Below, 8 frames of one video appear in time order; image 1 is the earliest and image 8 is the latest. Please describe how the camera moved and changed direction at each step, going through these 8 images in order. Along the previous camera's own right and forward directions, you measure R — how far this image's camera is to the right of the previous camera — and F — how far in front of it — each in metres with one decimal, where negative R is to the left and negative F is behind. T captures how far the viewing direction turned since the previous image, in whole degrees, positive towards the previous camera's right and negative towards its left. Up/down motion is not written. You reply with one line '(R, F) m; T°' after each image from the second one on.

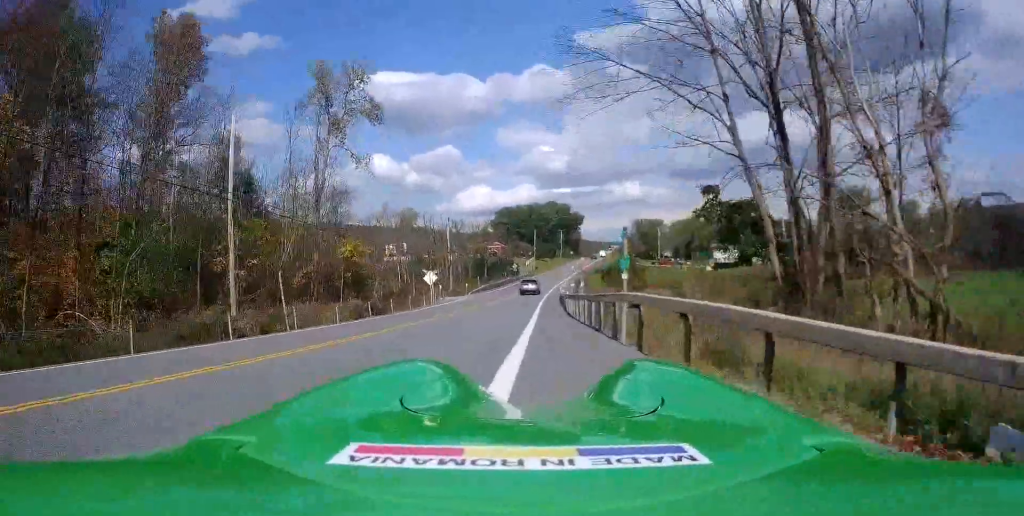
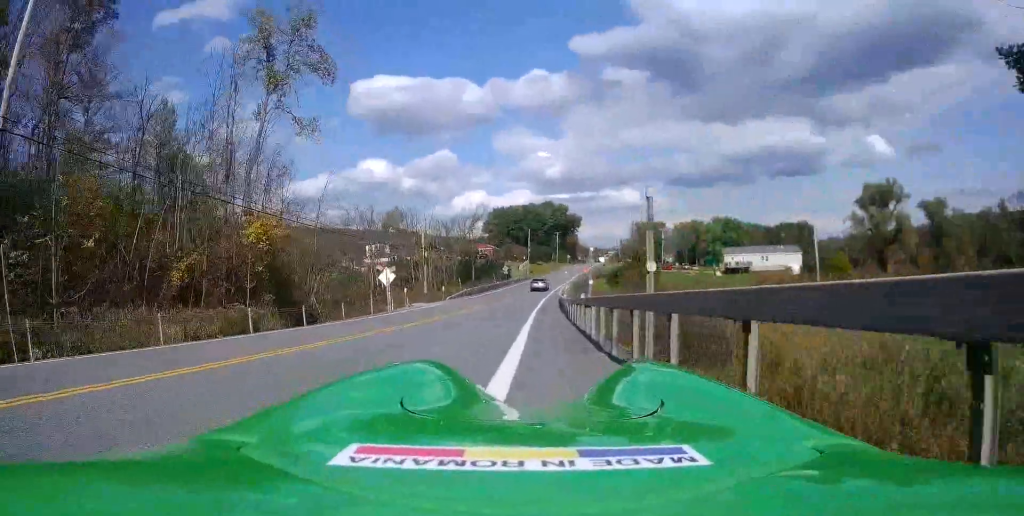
(0.0, +12.4) m; 0°
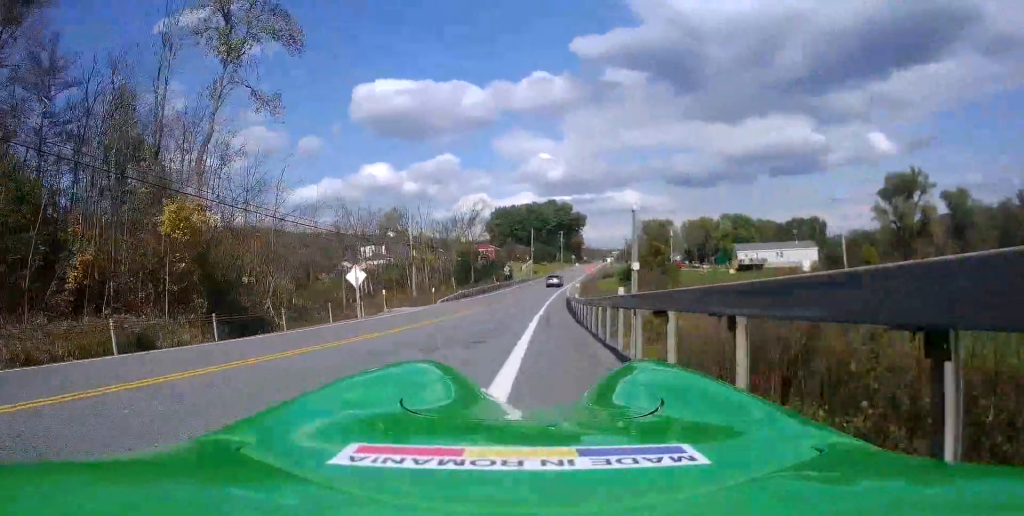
(0.0, +6.9) m; 0°
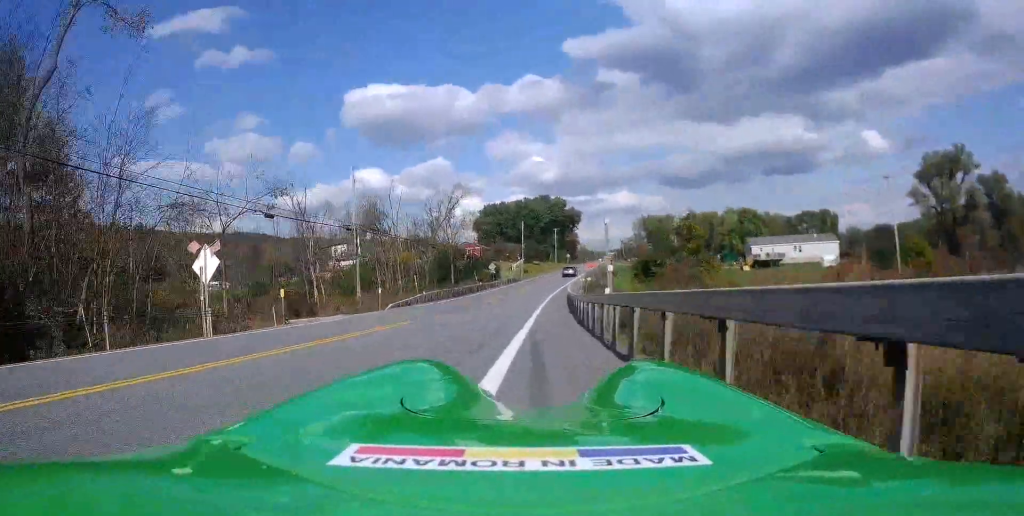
(+0.1, +13.7) m; +1°
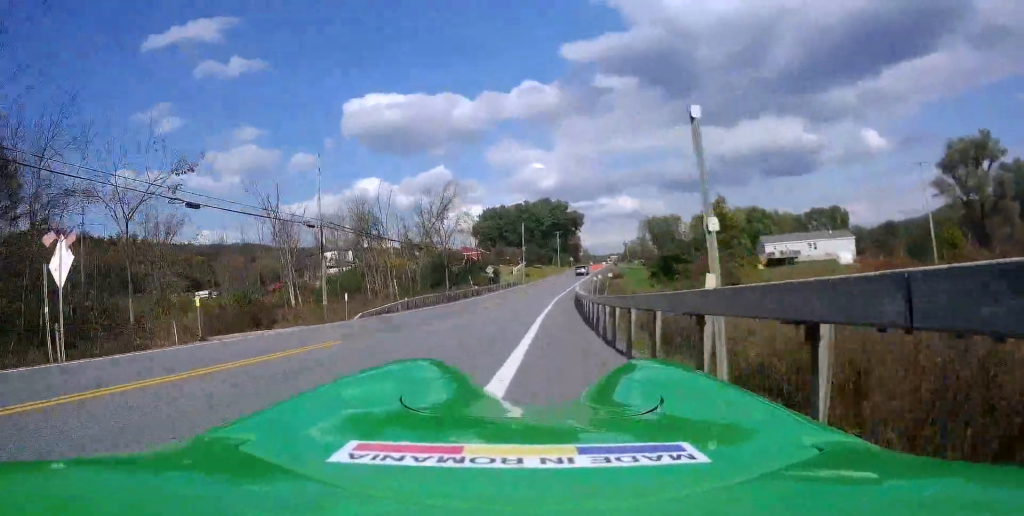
(0.0, +6.1) m; +1°
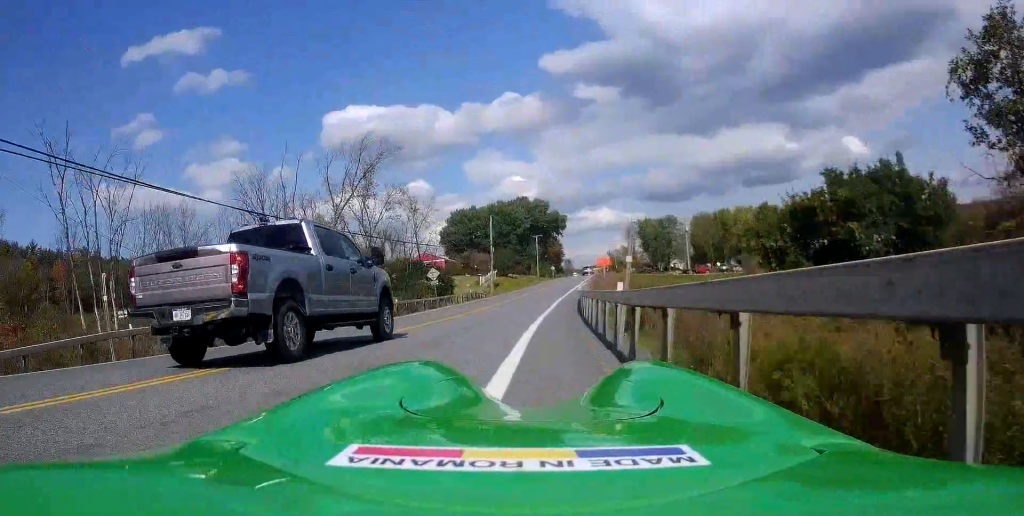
(+0.6, +24.0) m; +1°
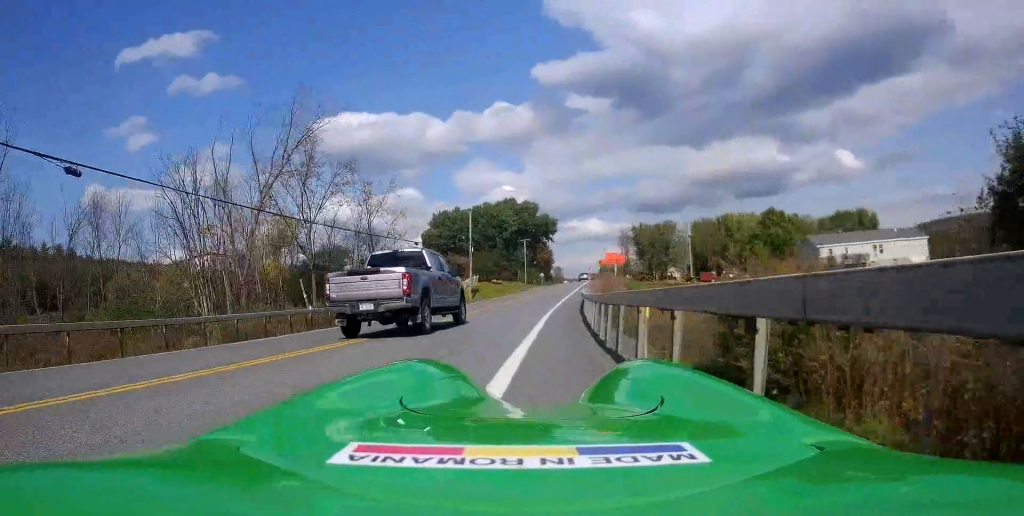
(0.0, +10.9) m; 0°
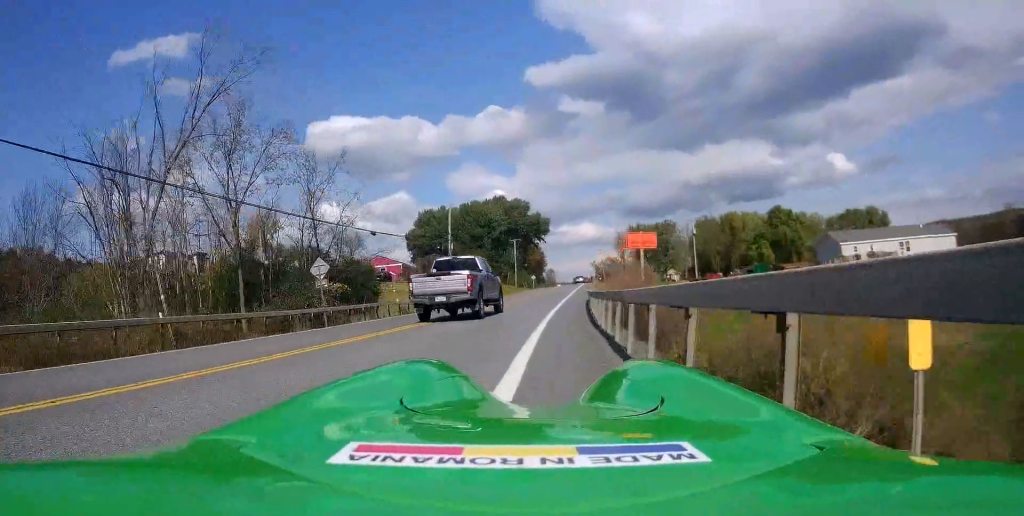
(-0.2, +9.2) m; +1°
